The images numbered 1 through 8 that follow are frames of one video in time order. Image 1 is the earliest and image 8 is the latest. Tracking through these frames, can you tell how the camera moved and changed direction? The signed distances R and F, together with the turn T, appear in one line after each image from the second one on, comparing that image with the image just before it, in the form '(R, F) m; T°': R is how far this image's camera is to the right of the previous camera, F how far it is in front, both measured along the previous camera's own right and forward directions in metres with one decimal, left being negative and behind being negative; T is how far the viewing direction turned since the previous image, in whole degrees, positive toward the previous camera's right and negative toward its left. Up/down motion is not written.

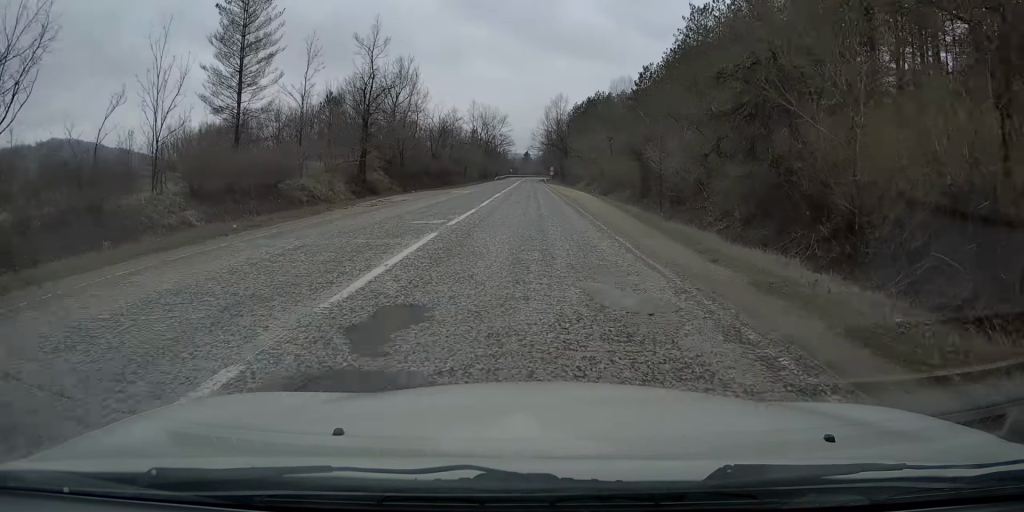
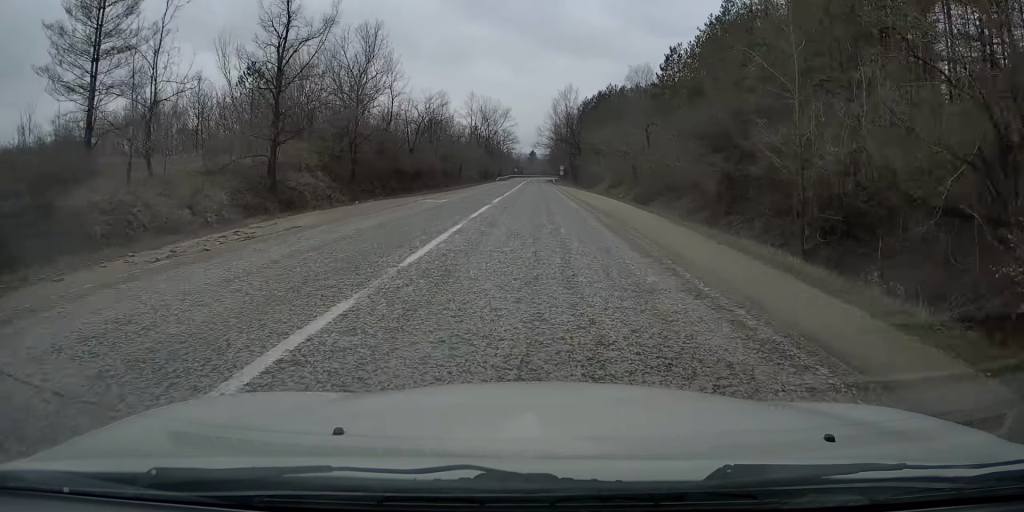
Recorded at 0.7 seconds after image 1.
(-0.2, +15.2) m; 0°
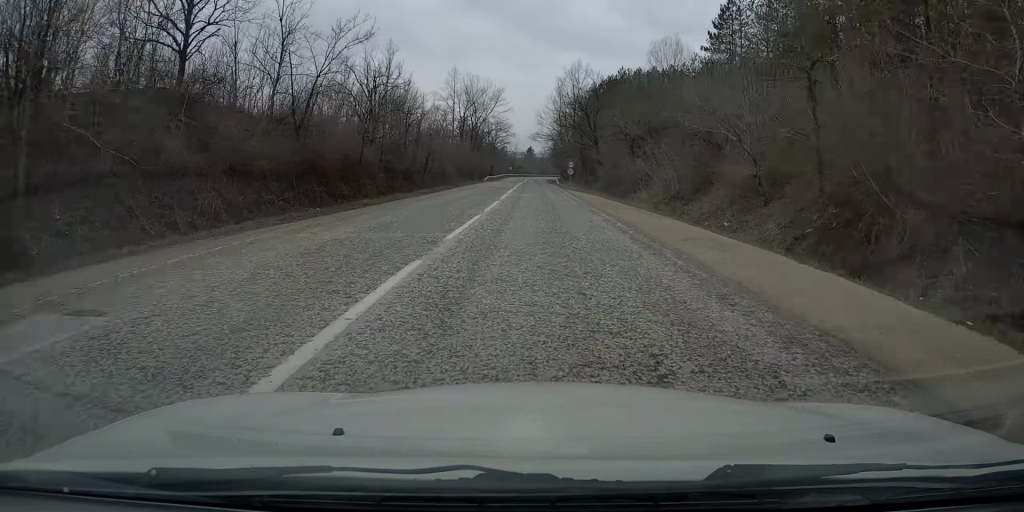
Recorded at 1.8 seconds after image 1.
(0.0, +24.7) m; +1°
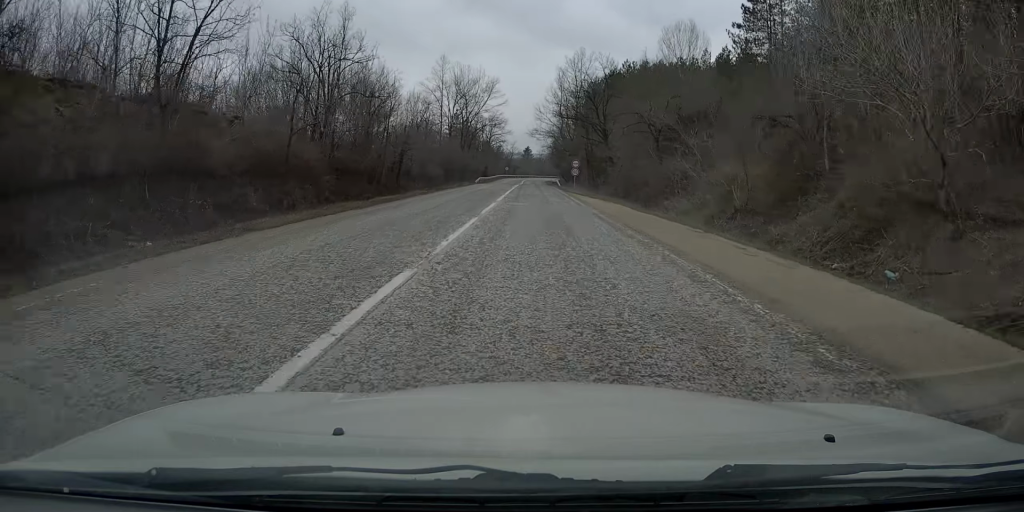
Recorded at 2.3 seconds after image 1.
(+0.1, +10.2) m; 0°
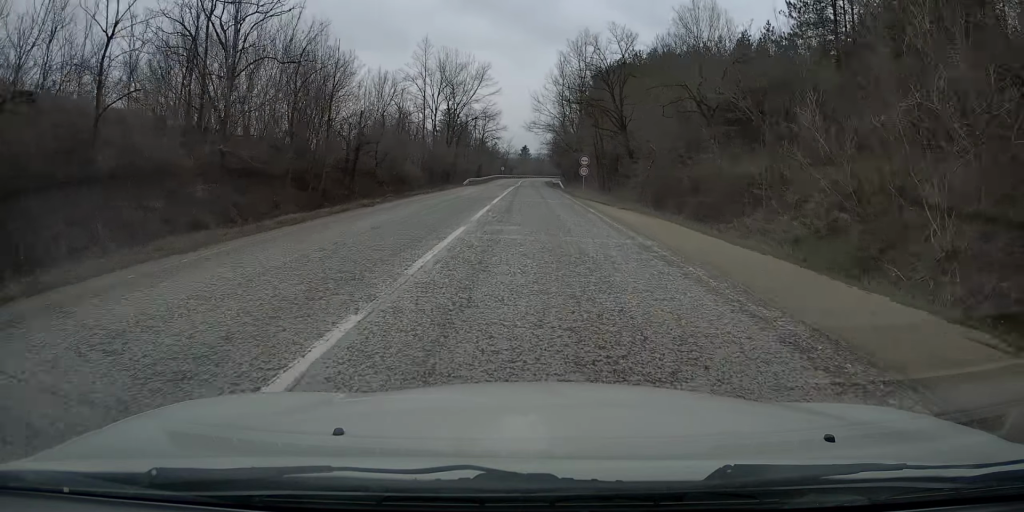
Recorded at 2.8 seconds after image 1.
(0.0, +11.6) m; -1°
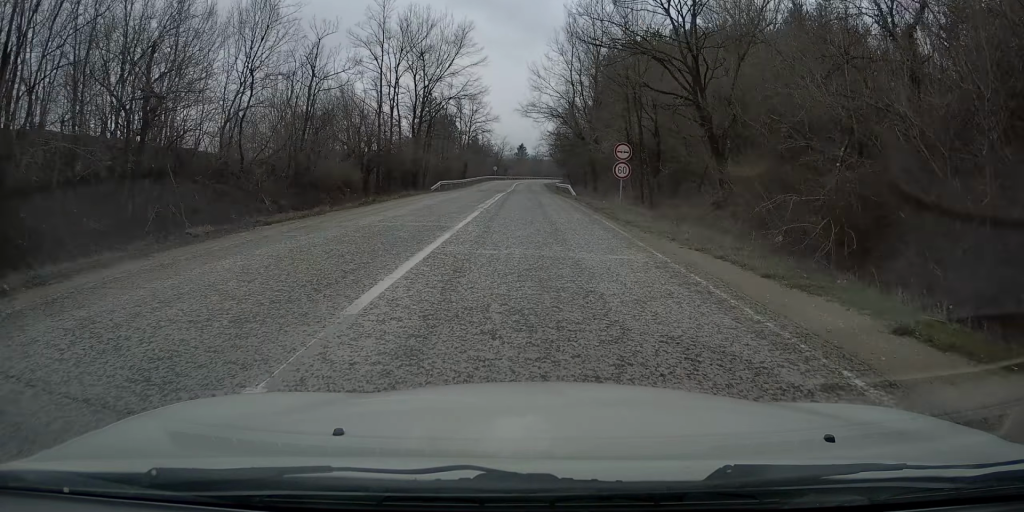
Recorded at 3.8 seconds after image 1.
(-0.3, +20.0) m; -1°
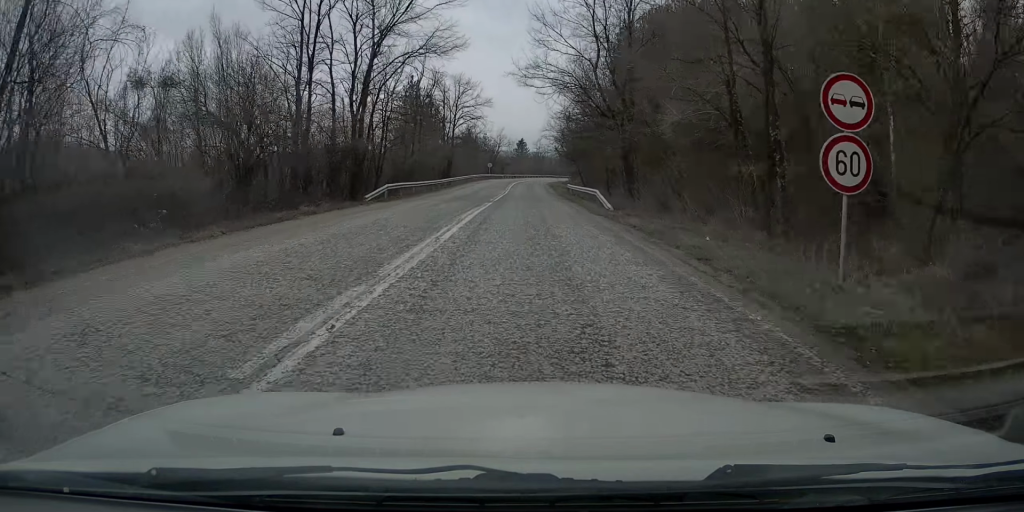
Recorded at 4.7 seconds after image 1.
(0.0, +19.0) m; 0°
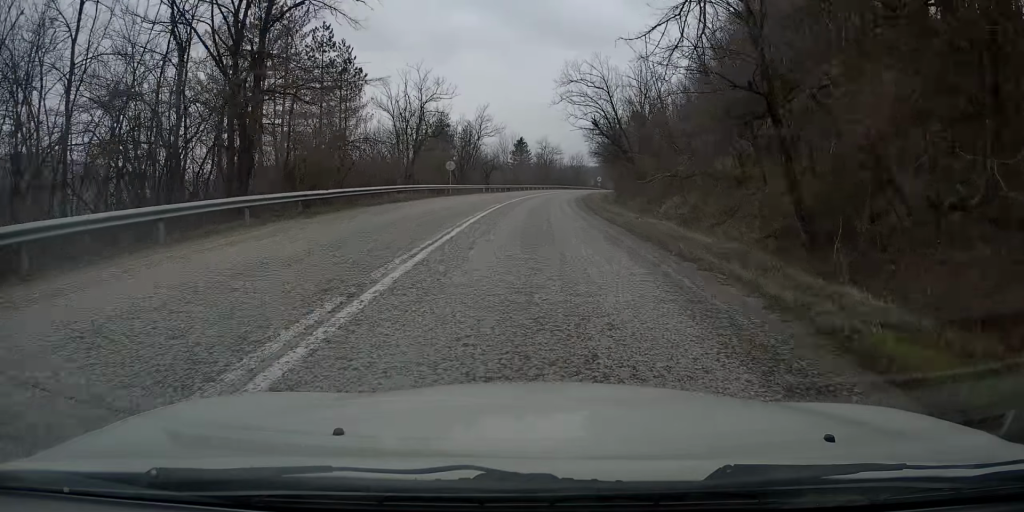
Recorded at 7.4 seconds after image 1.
(+0.6, +54.9) m; 0°
